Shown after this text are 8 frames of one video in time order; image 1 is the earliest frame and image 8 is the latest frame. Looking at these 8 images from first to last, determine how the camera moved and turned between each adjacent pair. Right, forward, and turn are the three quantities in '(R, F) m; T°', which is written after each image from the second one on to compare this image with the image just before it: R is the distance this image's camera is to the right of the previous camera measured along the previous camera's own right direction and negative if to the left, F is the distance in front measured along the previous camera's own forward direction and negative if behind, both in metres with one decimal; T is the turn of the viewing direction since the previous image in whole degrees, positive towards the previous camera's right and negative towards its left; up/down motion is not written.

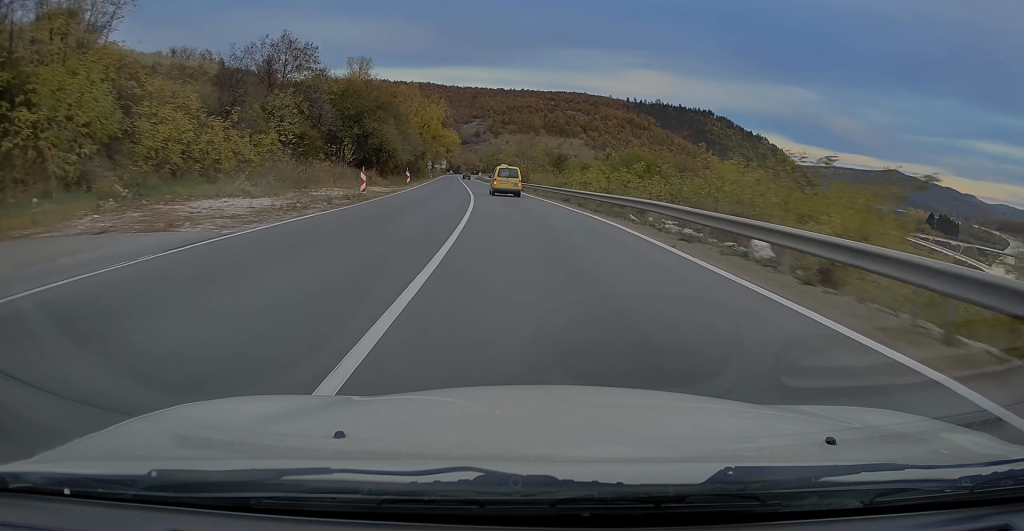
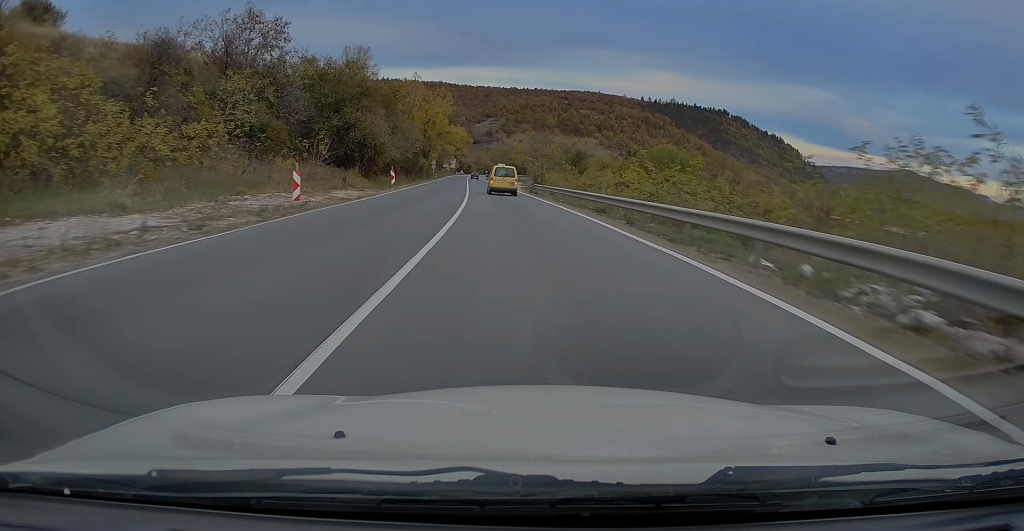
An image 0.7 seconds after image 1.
(-0.2, +11.2) m; -2°
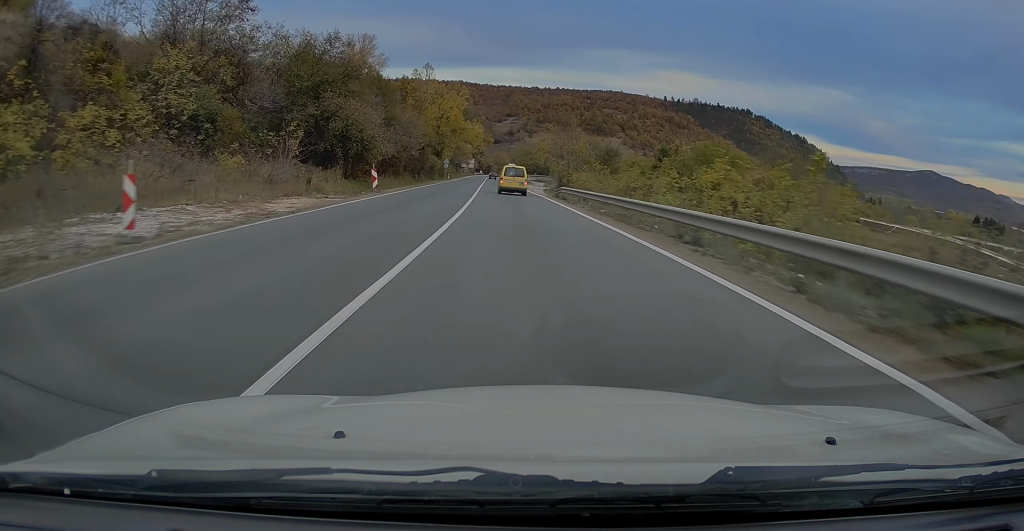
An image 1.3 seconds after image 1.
(-0.3, +10.7) m; -1°
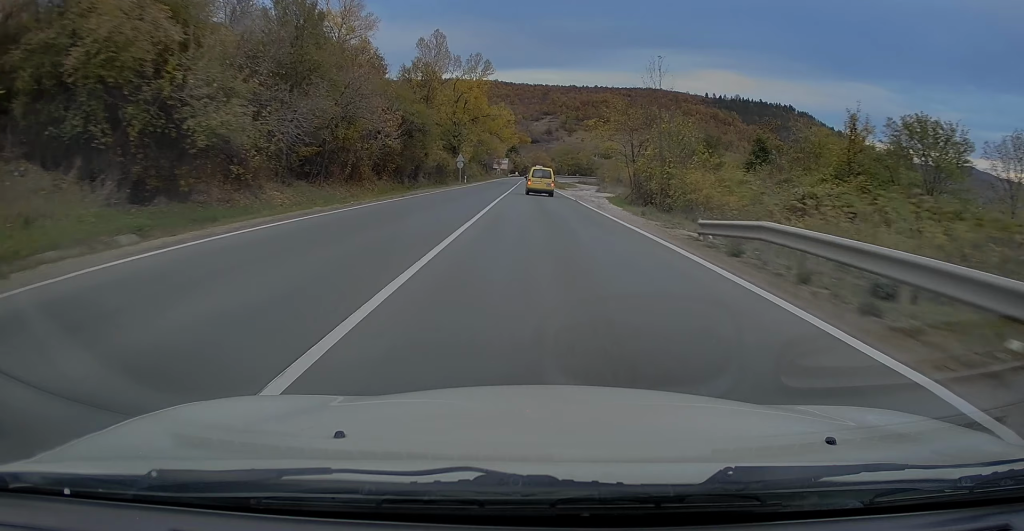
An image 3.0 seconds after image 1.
(-0.5, +28.9) m; -2°
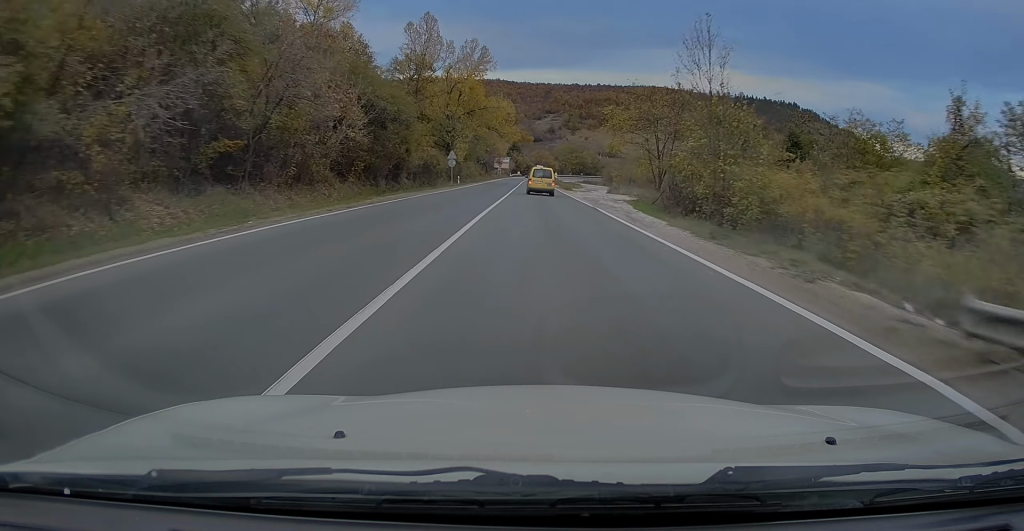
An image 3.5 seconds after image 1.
(-0.1, +9.4) m; -1°
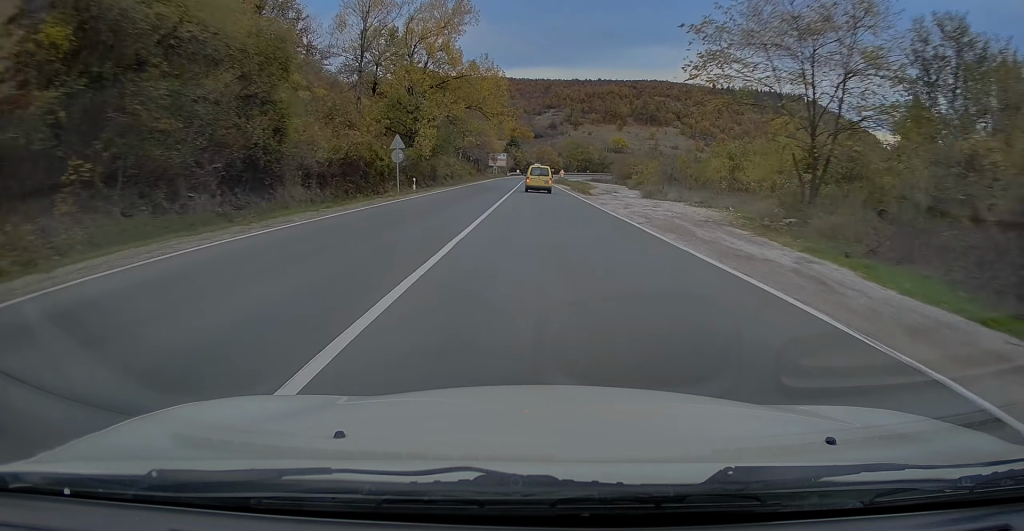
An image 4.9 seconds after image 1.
(-0.2, +24.5) m; 0°
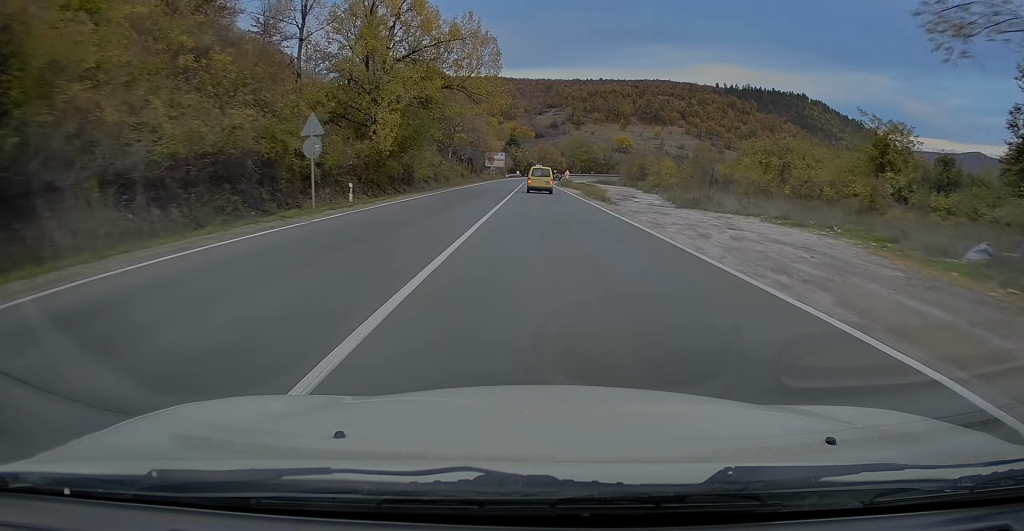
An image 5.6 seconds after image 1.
(0.0, +13.9) m; 0°
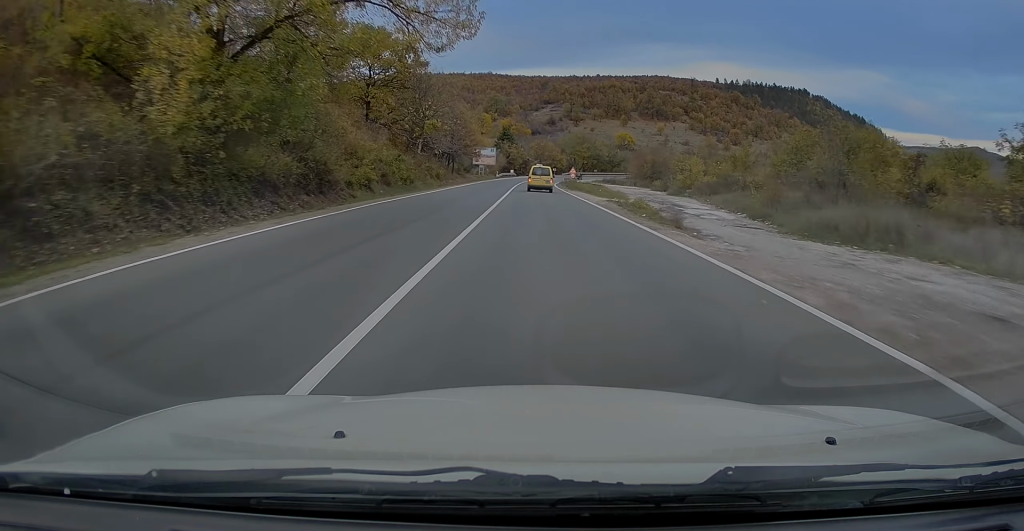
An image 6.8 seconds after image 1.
(0.0, +21.5) m; 0°
